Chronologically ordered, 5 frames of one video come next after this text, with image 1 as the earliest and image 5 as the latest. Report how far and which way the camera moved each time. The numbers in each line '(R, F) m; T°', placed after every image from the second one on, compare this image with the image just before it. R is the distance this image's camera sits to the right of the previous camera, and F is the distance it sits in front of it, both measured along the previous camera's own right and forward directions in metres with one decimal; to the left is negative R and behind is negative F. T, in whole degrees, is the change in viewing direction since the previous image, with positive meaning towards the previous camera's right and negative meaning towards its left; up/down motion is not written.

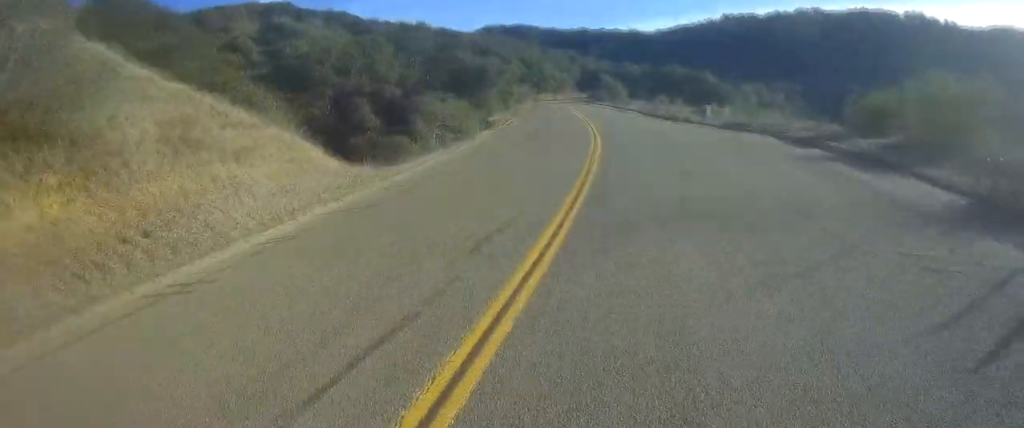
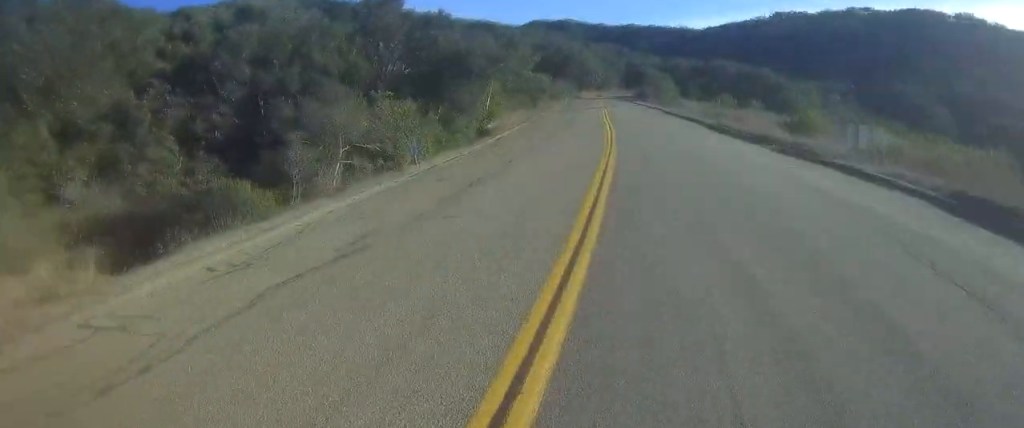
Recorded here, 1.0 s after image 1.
(-0.3, +20.4) m; -4°
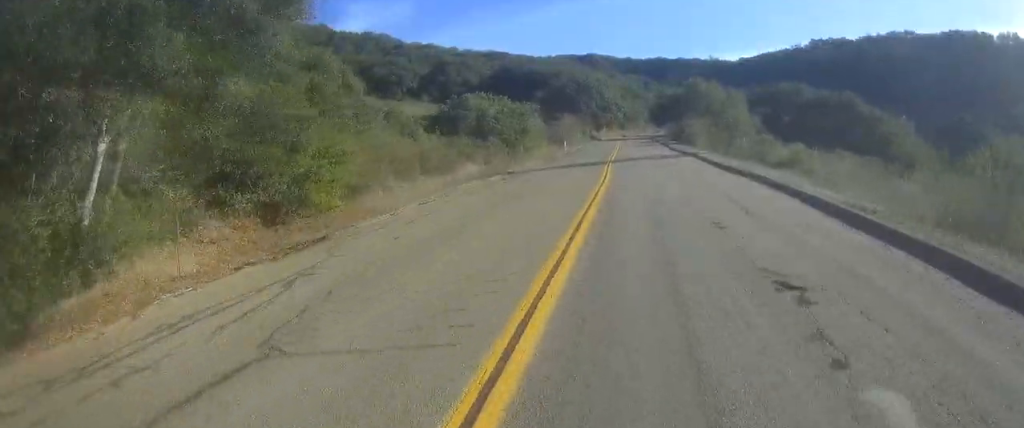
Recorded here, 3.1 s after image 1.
(-3.2, +40.3) m; -6°
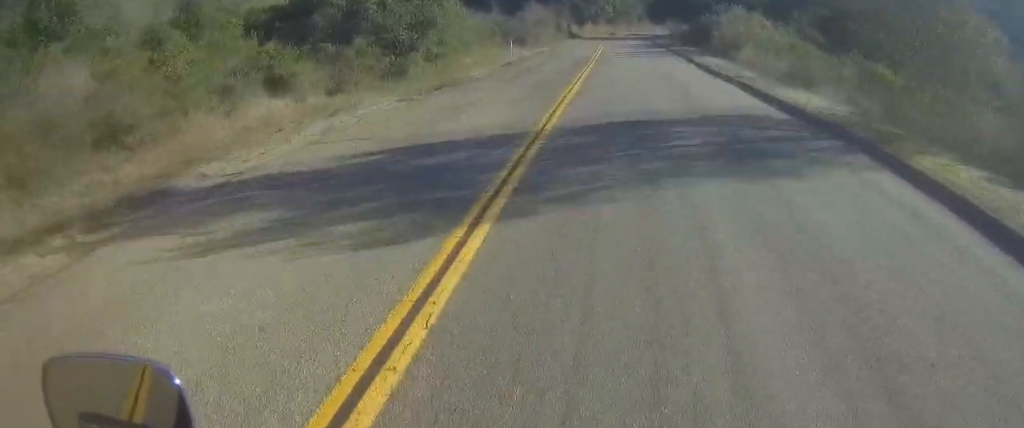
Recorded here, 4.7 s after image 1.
(-0.2, +28.5) m; 0°
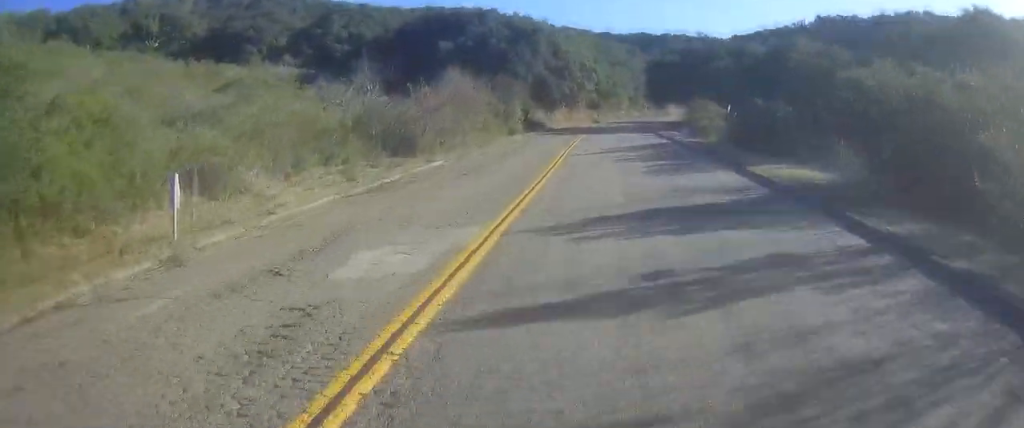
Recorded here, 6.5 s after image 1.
(+0.1, +33.2) m; -1°
